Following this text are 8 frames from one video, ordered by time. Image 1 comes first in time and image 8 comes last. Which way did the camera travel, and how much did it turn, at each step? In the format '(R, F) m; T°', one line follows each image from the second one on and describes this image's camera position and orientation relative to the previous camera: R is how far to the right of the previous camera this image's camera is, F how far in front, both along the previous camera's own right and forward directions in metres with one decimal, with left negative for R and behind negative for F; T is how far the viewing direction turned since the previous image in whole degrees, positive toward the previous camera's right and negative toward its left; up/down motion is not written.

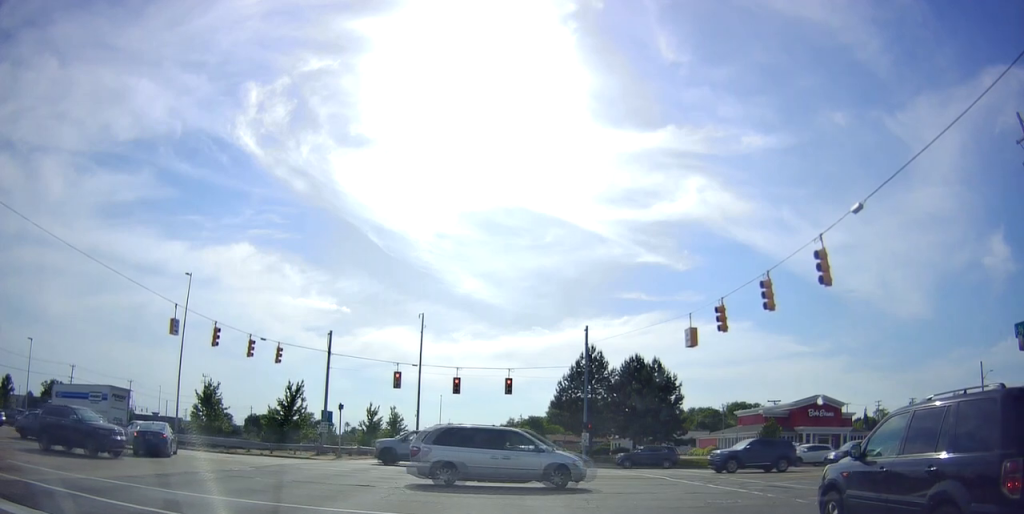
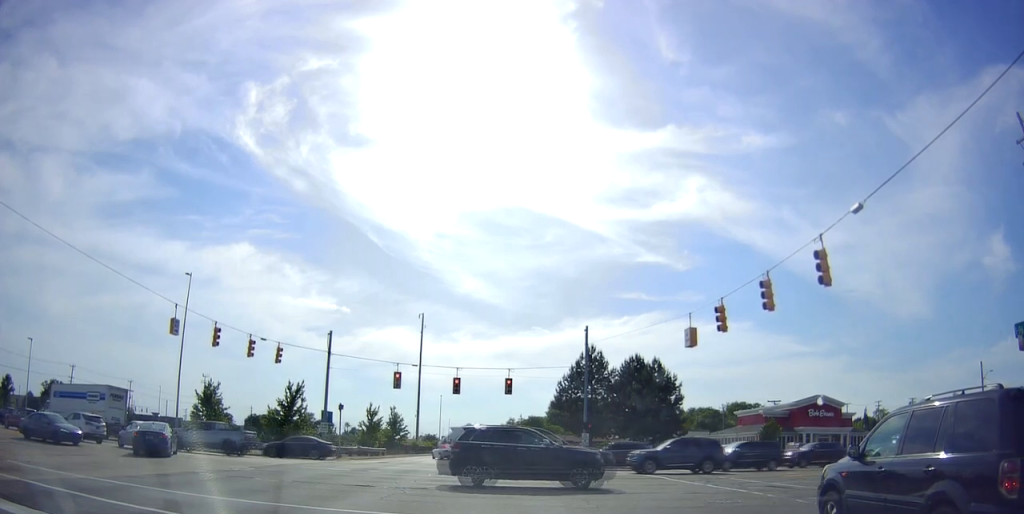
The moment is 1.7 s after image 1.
(0.0, 0.0) m; 0°
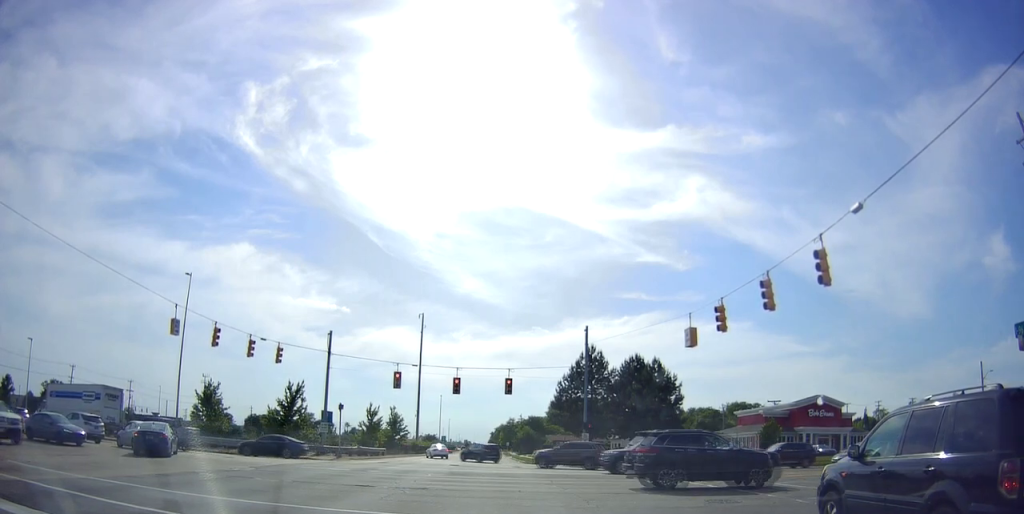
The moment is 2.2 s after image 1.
(0.0, 0.0) m; 0°
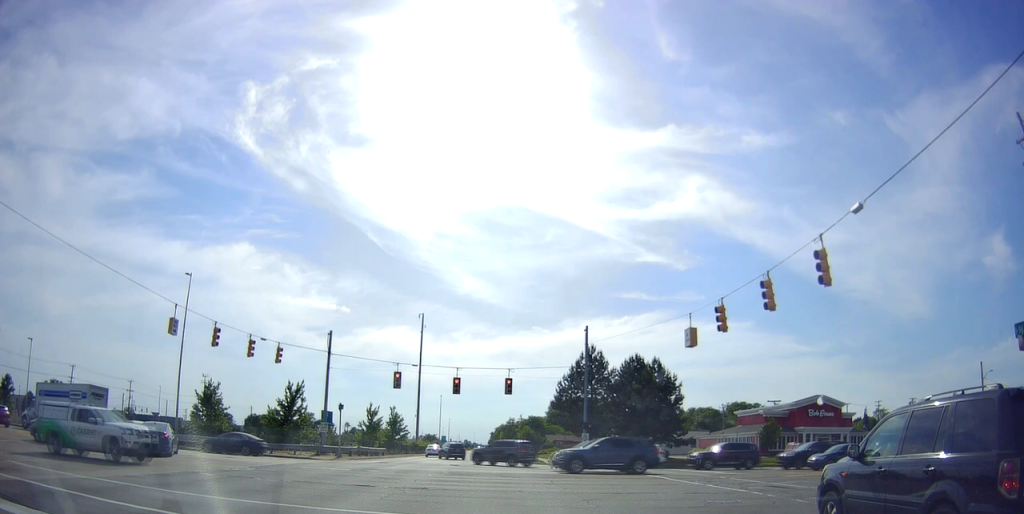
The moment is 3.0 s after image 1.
(0.0, 0.0) m; 0°
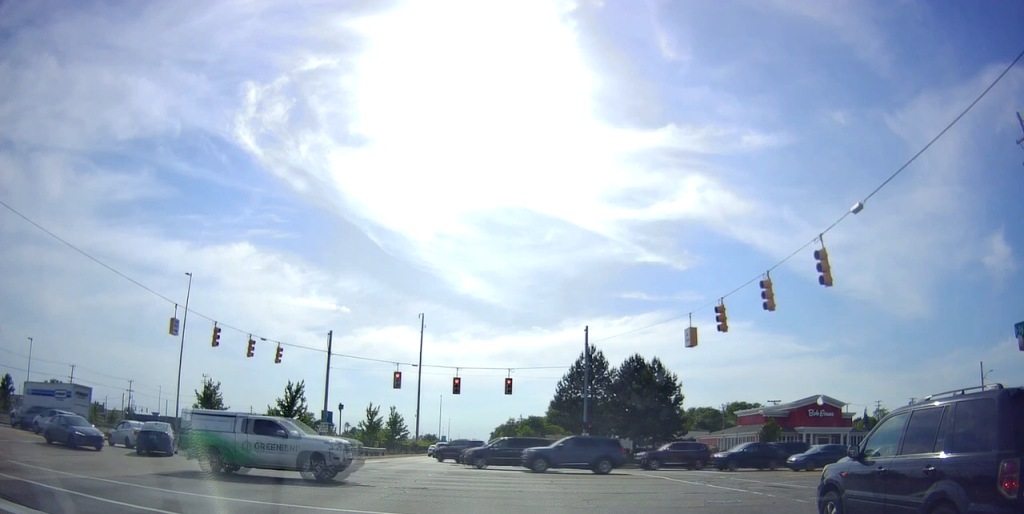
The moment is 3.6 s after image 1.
(0.0, +0.2) m; 0°
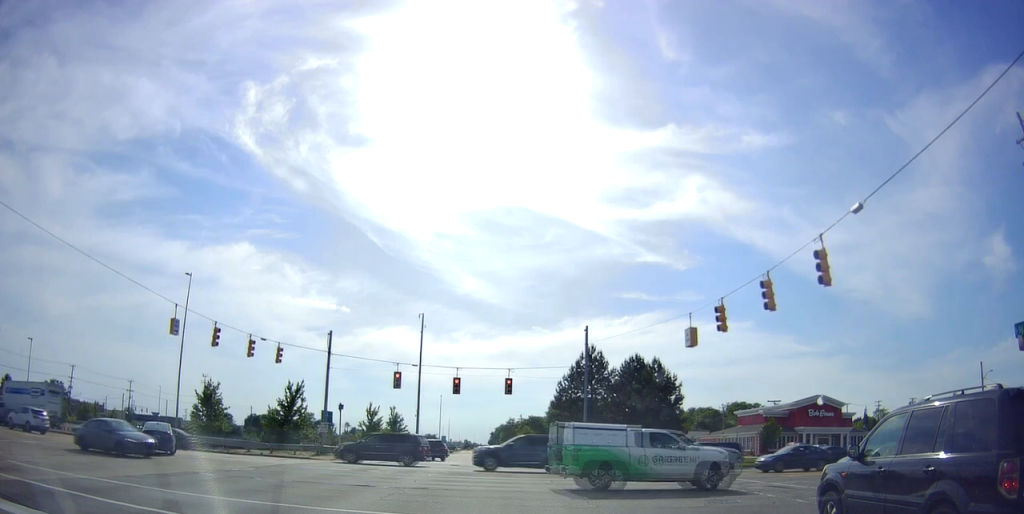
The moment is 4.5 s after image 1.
(0.0, +0.3) m; 0°
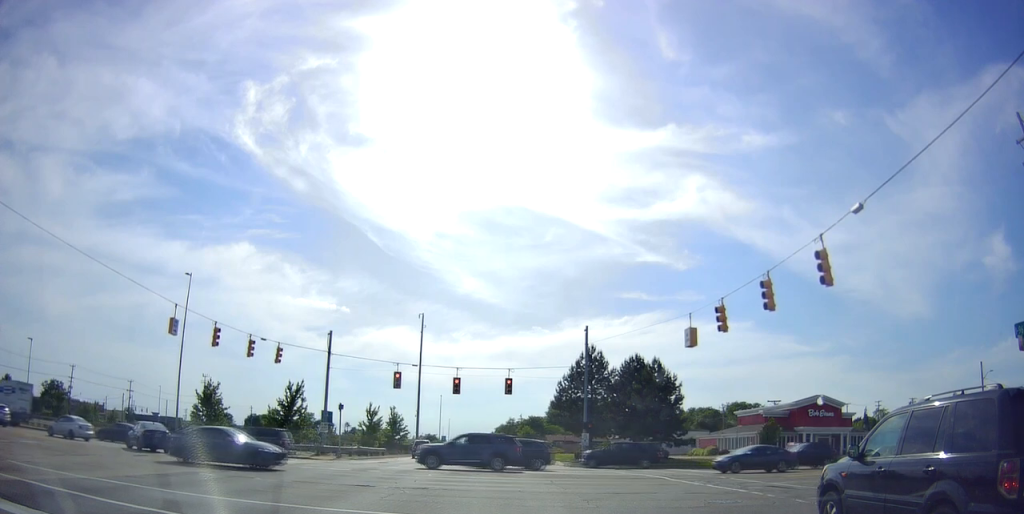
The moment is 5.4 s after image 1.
(0.0, 0.0) m; 0°
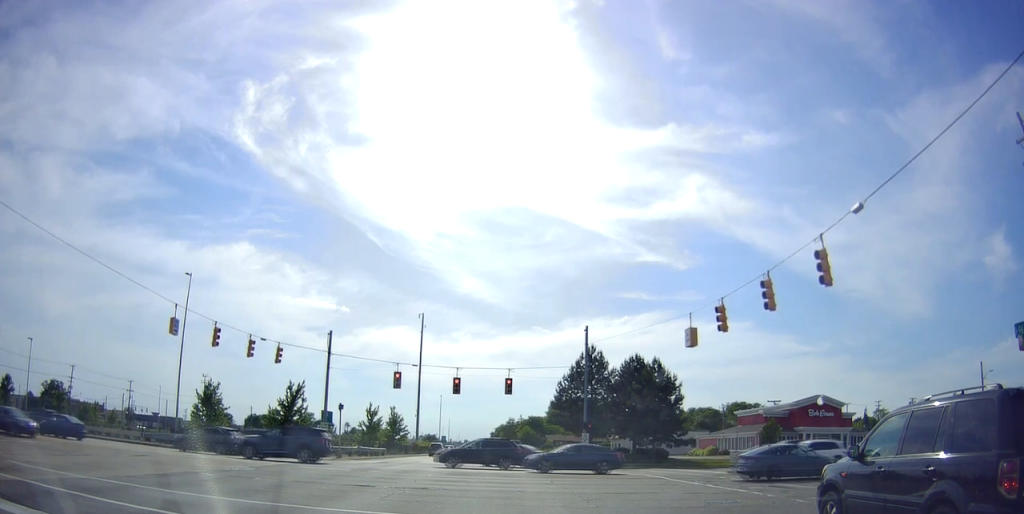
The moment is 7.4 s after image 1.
(0.0, 0.0) m; 0°
